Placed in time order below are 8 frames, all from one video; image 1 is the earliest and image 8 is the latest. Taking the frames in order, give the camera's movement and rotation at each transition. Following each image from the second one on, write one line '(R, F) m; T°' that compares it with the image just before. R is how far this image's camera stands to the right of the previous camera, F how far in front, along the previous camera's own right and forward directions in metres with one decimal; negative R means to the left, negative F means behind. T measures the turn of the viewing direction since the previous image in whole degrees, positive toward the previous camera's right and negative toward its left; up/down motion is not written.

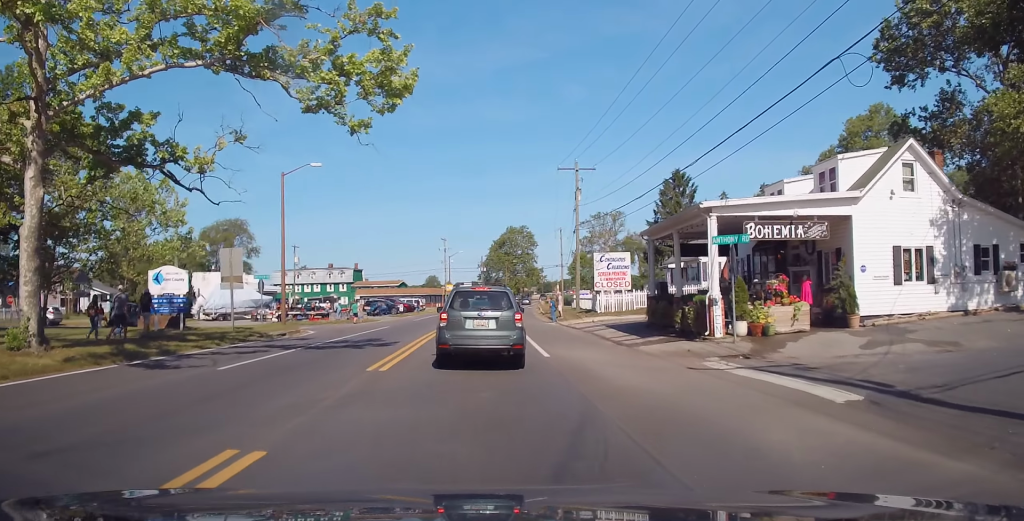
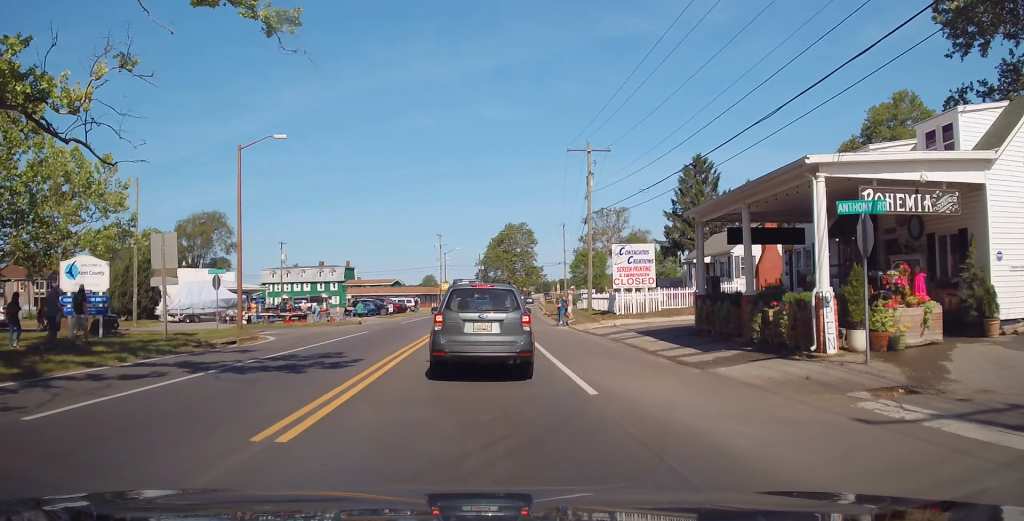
(0.0, +6.3) m; 0°
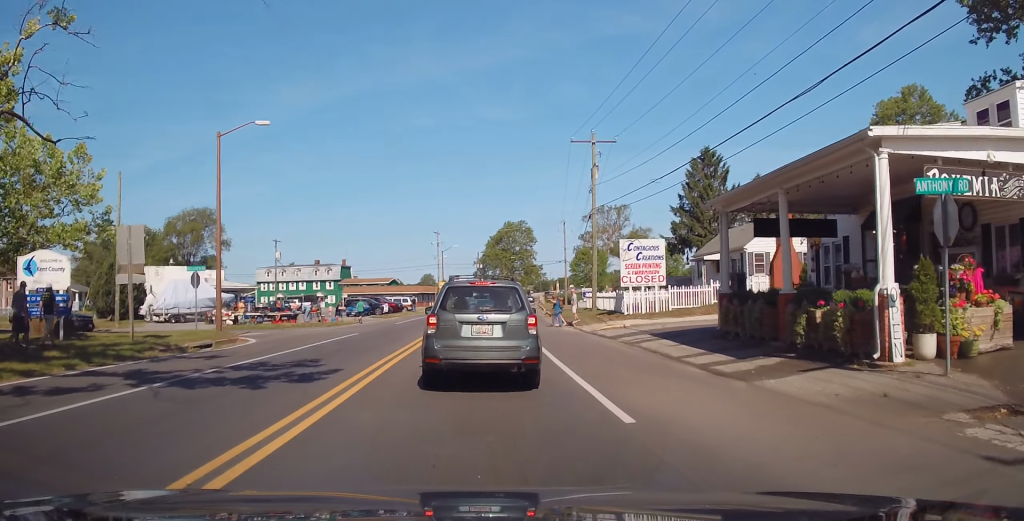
(0.0, +2.0) m; +1°
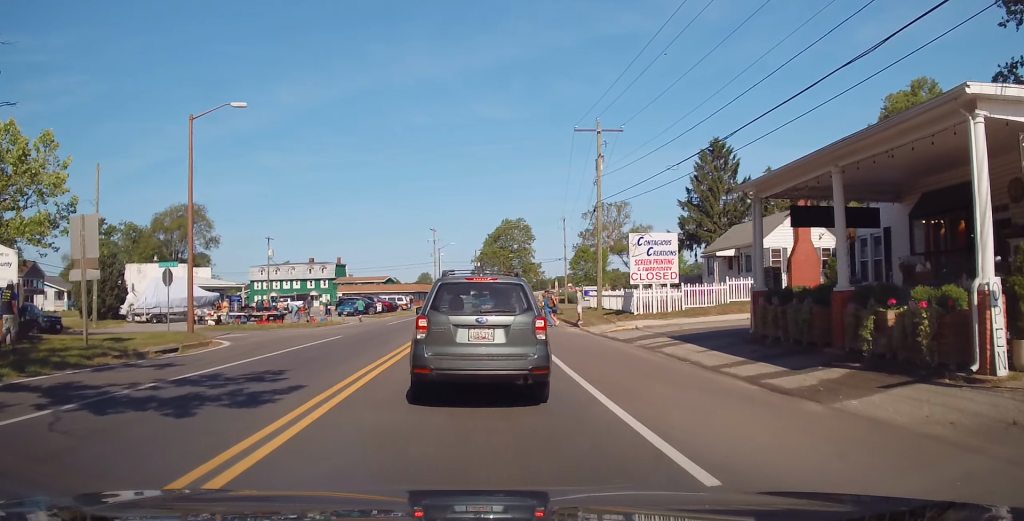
(0.0, +2.2) m; +3°
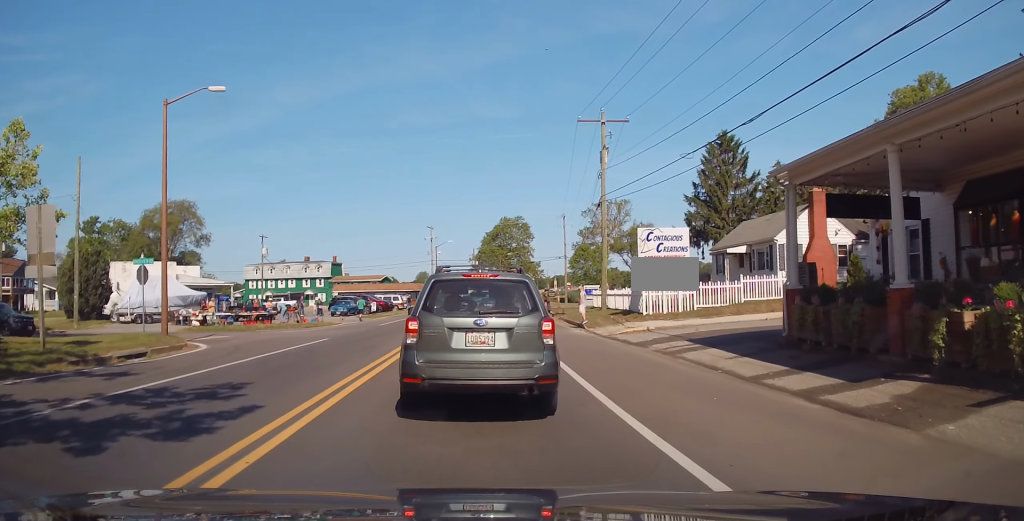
(+0.1, +1.6) m; +1°
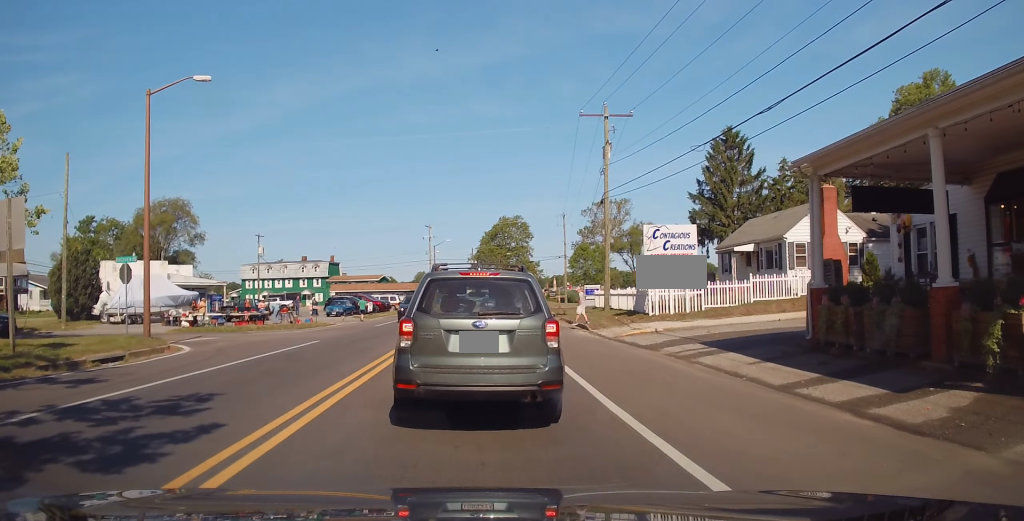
(+0.1, +1.1) m; +1°
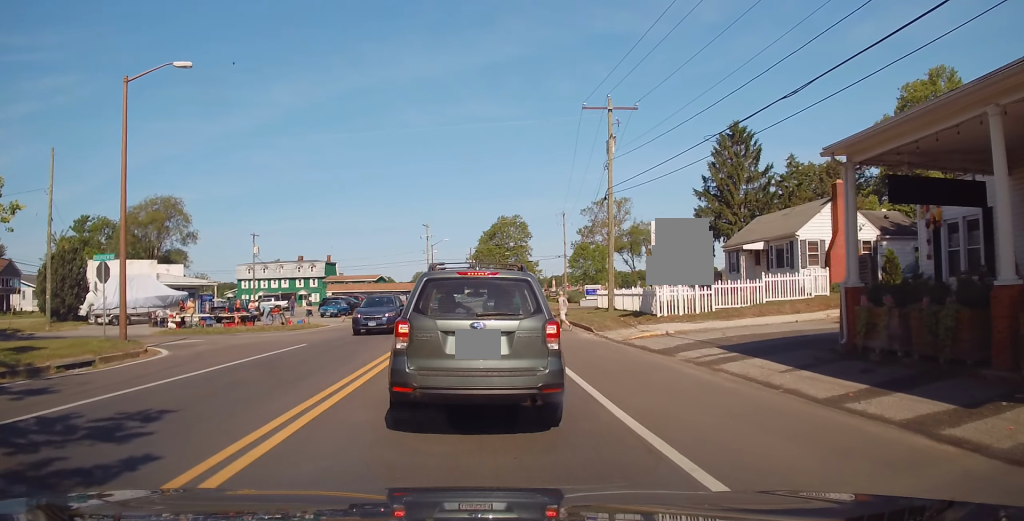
(-0.1, +1.3) m; 0°
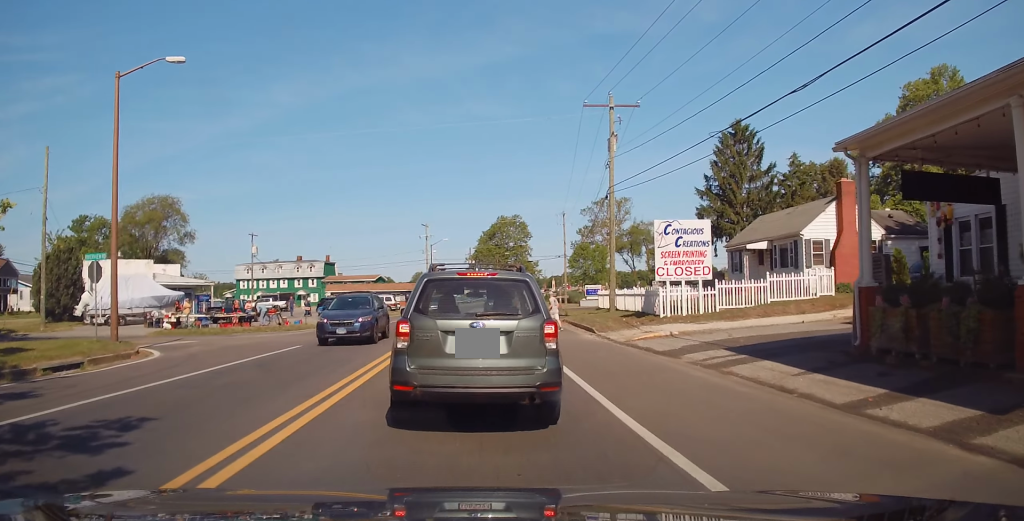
(+0.2, +0.5) m; 0°
